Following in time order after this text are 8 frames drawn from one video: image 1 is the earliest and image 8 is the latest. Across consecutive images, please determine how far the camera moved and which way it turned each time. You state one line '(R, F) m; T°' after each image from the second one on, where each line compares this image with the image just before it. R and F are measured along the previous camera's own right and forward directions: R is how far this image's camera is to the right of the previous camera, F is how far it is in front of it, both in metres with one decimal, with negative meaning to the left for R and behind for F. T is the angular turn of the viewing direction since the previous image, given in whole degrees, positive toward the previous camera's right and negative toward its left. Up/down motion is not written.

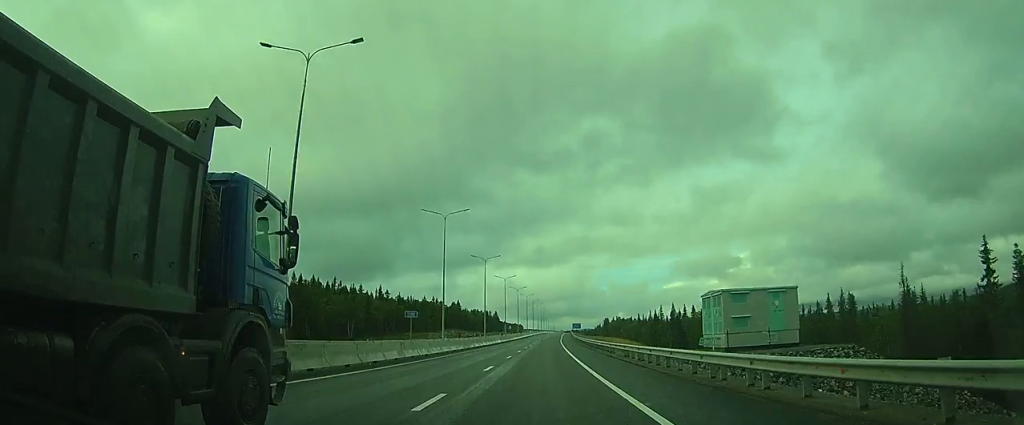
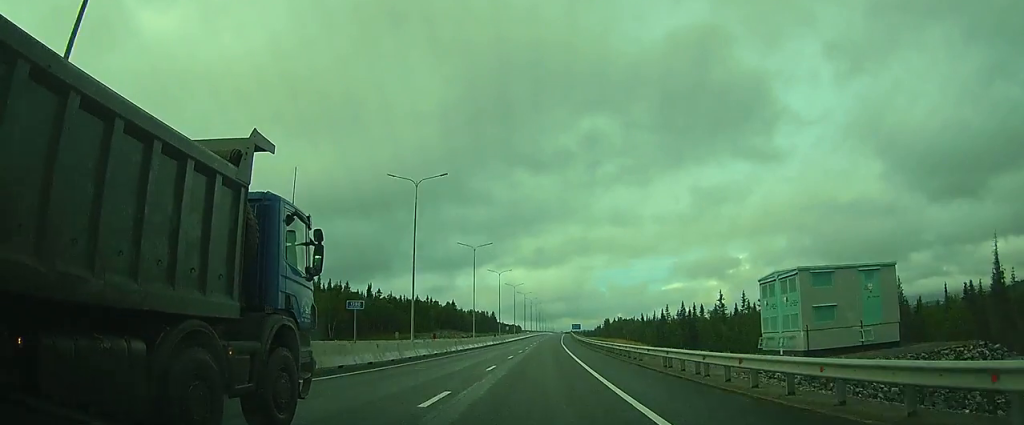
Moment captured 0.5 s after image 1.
(0.0, +11.4) m; 0°
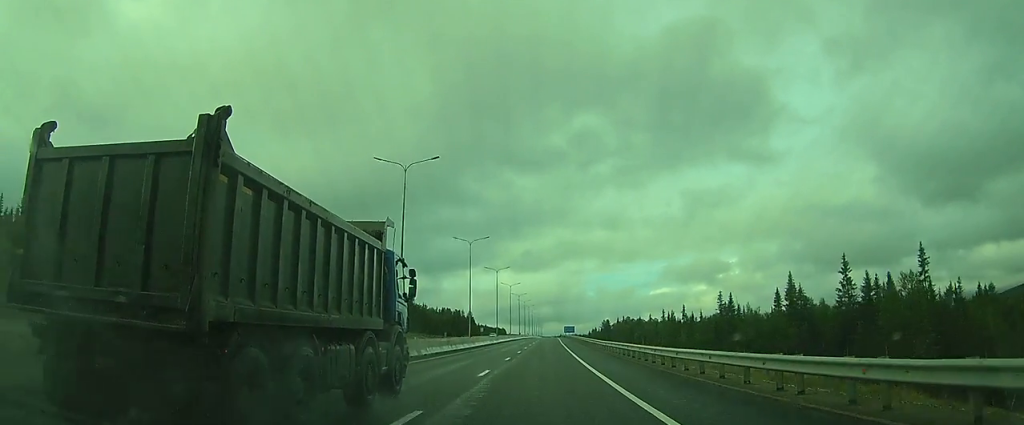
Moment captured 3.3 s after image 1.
(+0.7, +63.4) m; +2°
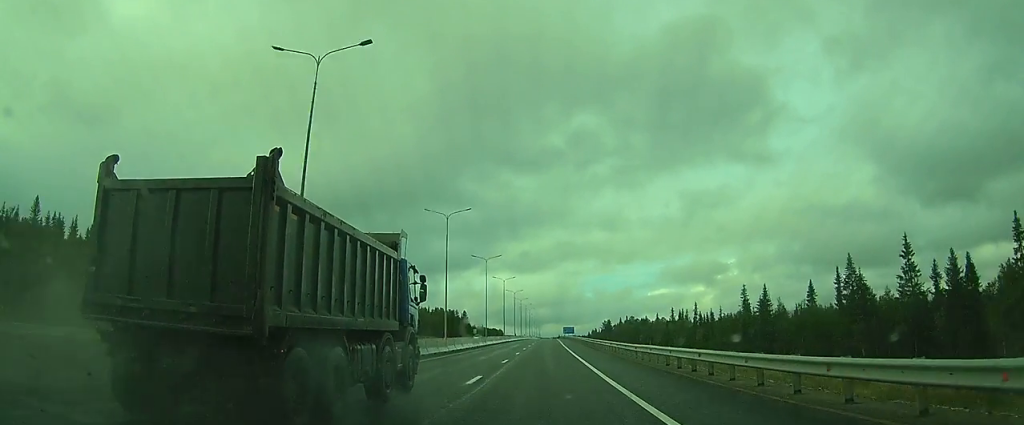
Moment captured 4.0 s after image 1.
(+0.1, +14.9) m; 0°
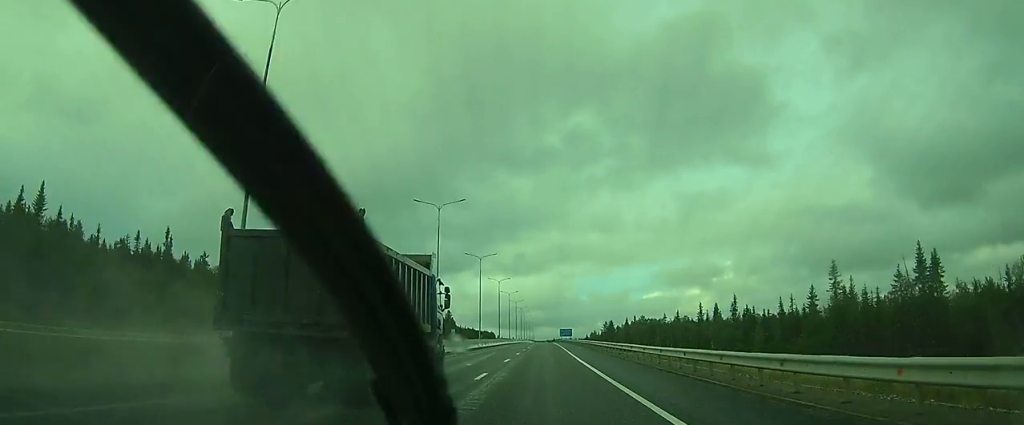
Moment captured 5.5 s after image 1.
(0.0, +33.9) m; 0°
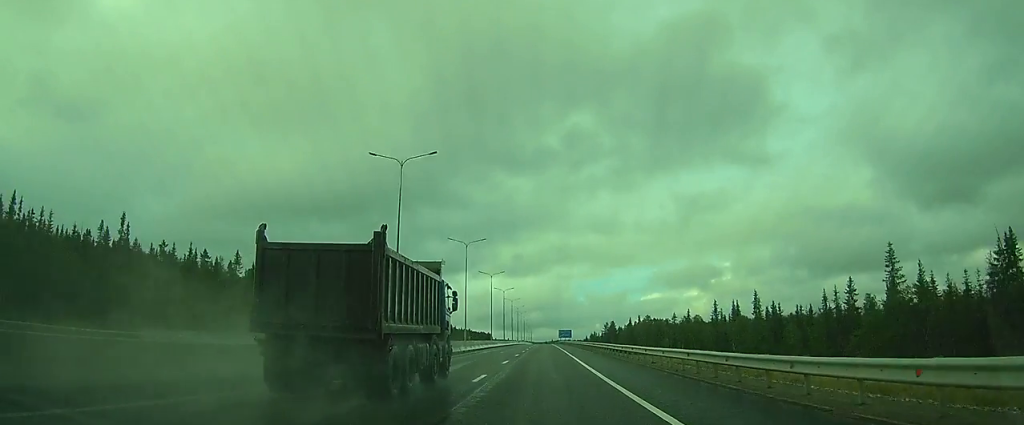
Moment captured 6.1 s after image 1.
(0.0, +12.4) m; 0°
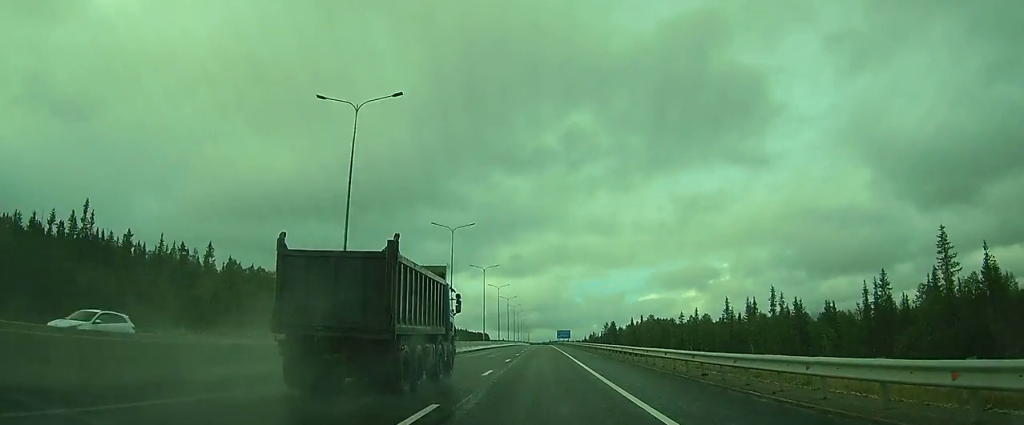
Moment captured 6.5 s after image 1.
(0.0, +8.7) m; 0°
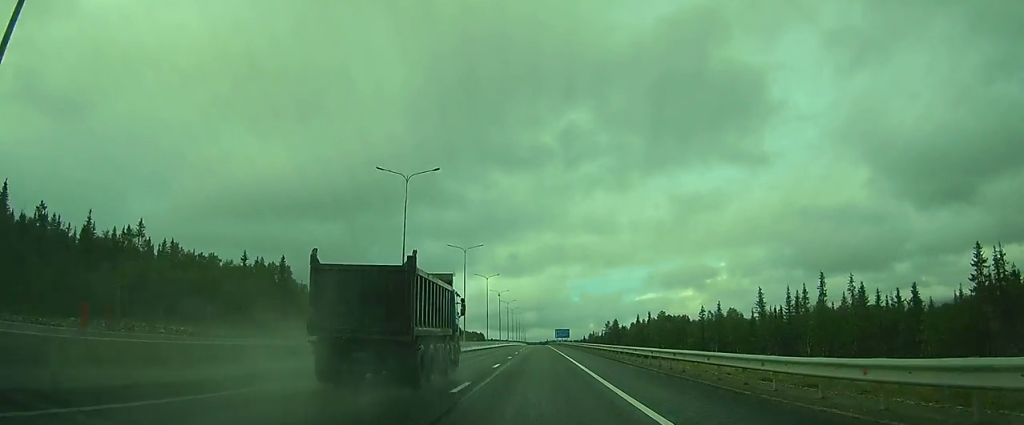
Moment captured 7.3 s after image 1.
(0.0, +18.1) m; 0°
